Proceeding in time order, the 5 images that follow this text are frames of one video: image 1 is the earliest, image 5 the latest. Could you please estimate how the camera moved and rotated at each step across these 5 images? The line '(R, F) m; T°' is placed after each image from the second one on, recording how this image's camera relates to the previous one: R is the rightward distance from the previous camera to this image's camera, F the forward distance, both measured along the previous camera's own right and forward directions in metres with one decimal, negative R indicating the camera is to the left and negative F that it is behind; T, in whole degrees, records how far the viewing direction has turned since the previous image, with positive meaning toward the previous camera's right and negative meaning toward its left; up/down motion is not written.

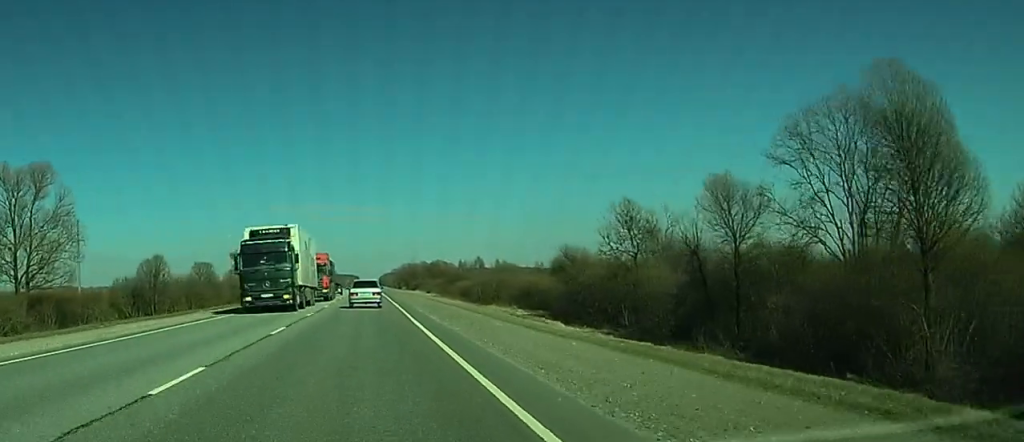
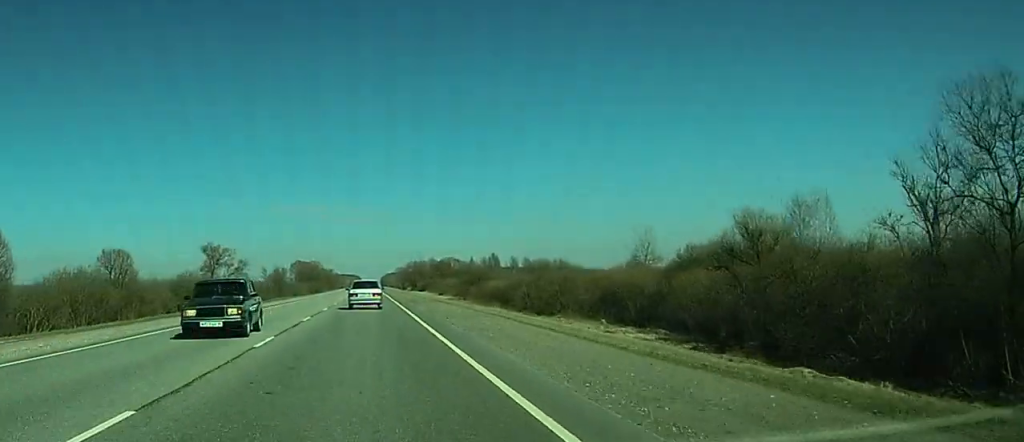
(+0.1, +40.8) m; 0°
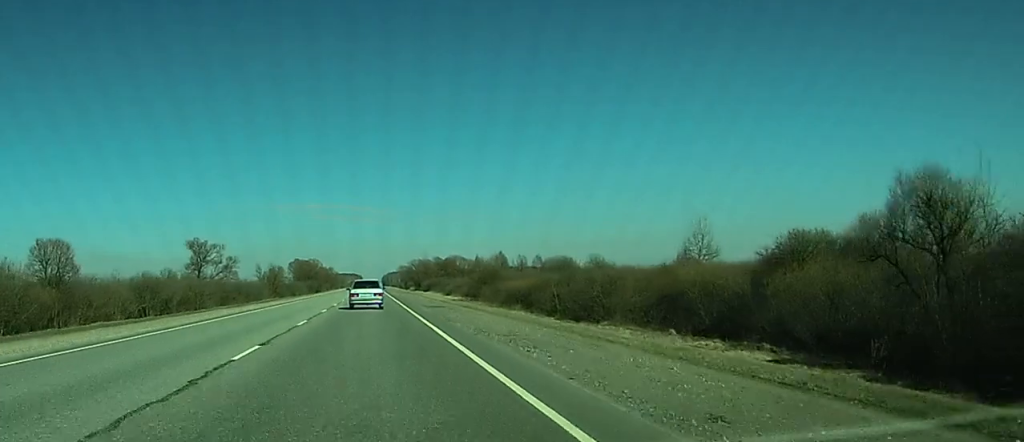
(0.0, +15.5) m; 0°
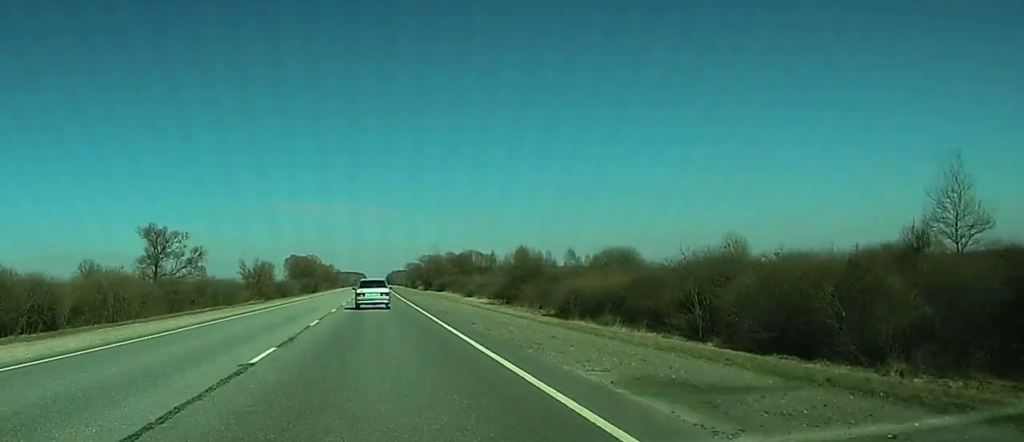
(+0.2, +36.7) m; +1°
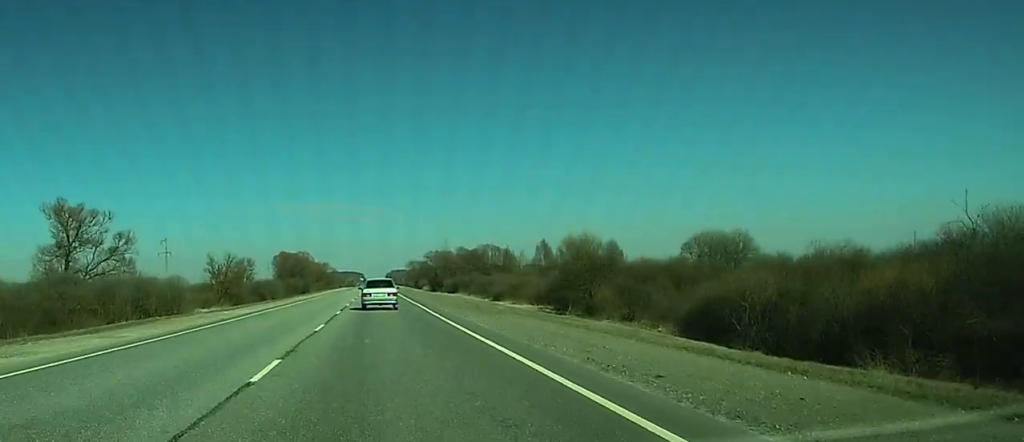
(+0.1, +38.4) m; 0°
